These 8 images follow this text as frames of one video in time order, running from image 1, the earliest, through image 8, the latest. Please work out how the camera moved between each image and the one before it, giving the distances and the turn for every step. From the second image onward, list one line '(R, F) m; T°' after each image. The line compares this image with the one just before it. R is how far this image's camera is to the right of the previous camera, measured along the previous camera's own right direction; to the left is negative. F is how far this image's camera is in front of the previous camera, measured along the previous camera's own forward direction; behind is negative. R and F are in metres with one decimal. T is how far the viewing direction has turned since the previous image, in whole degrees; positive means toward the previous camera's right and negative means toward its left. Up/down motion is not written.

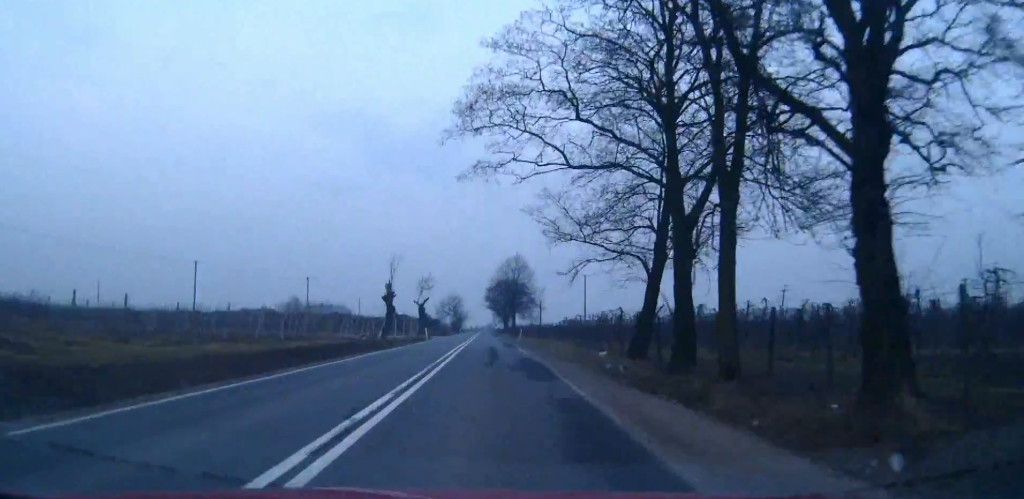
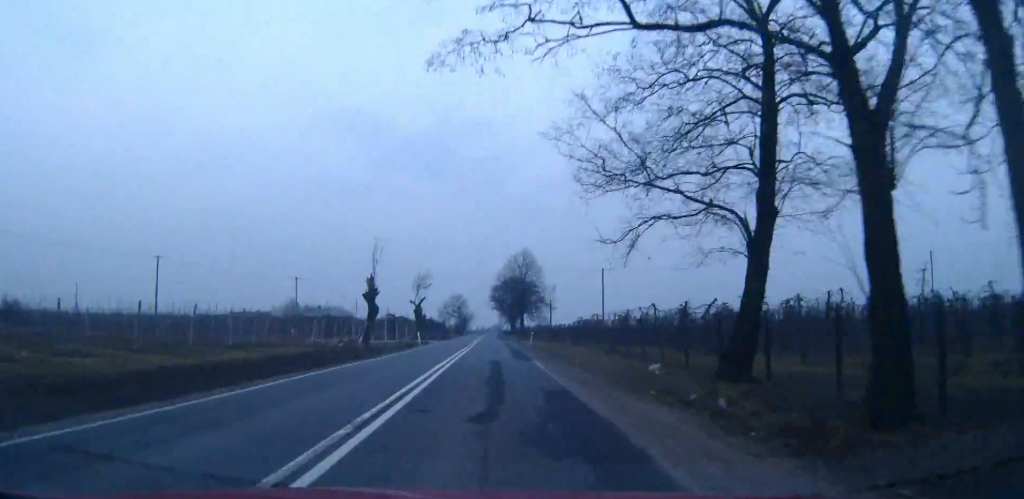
(0.0, +11.4) m; 0°
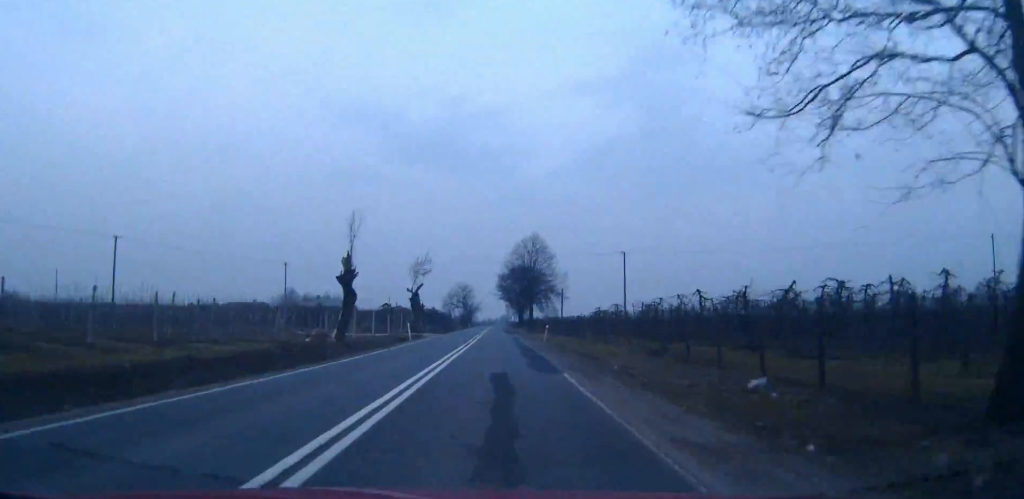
(0.0, +10.3) m; 0°
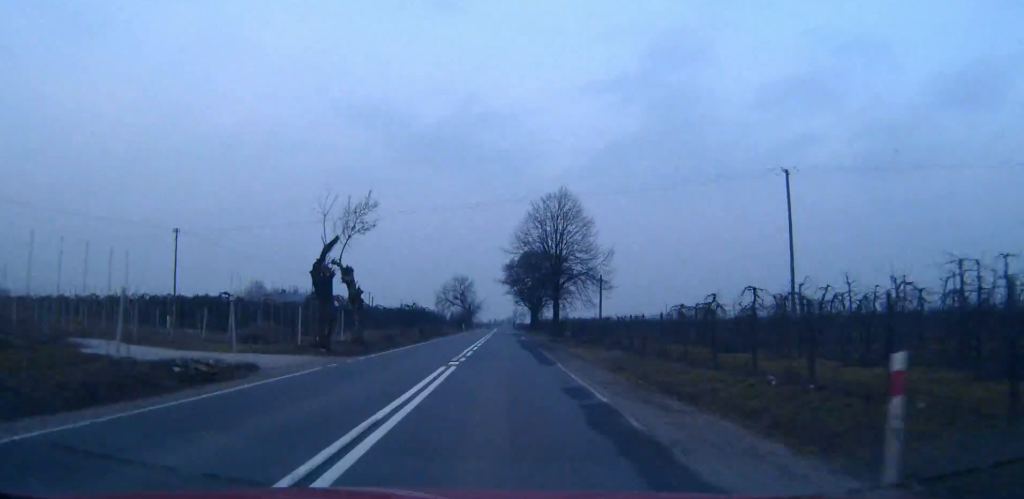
(-0.4, +42.2) m; -1°
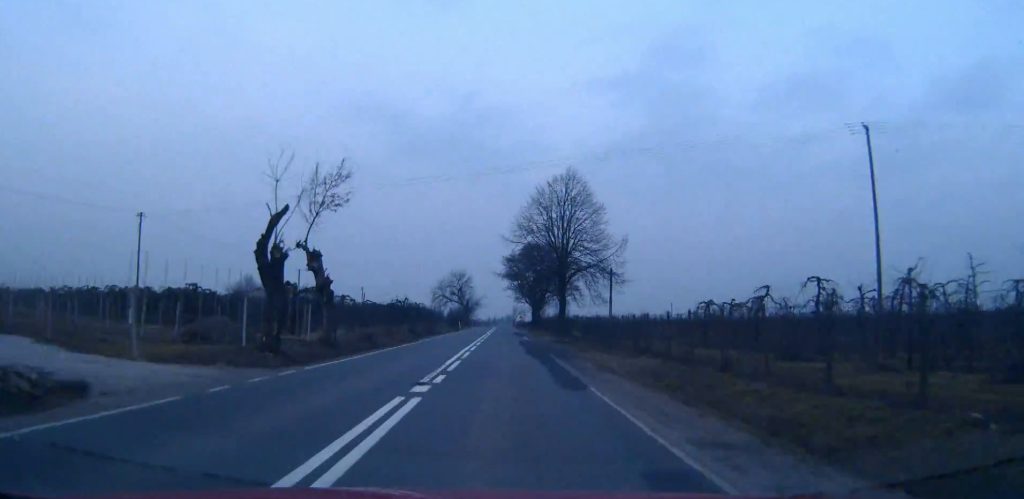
(0.0, +8.1) m; 0°
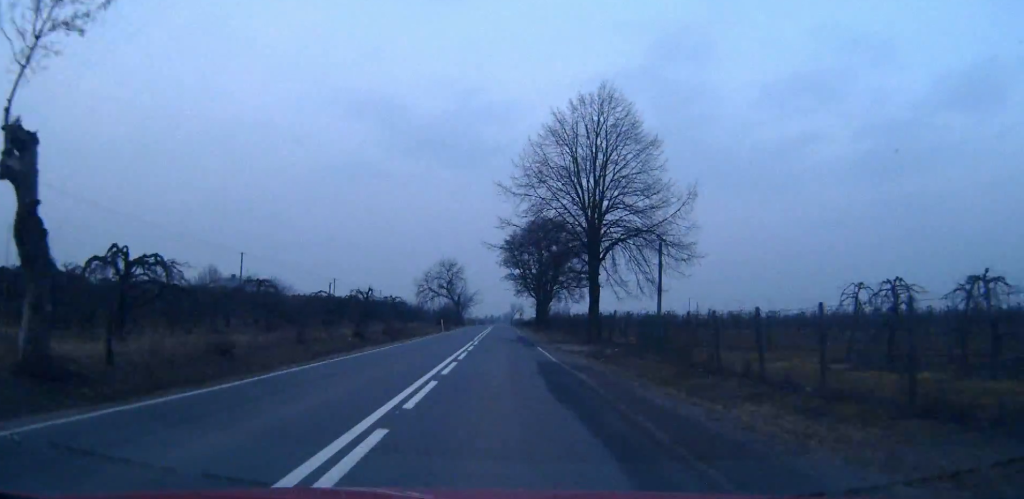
(+0.1, +24.9) m; 0°
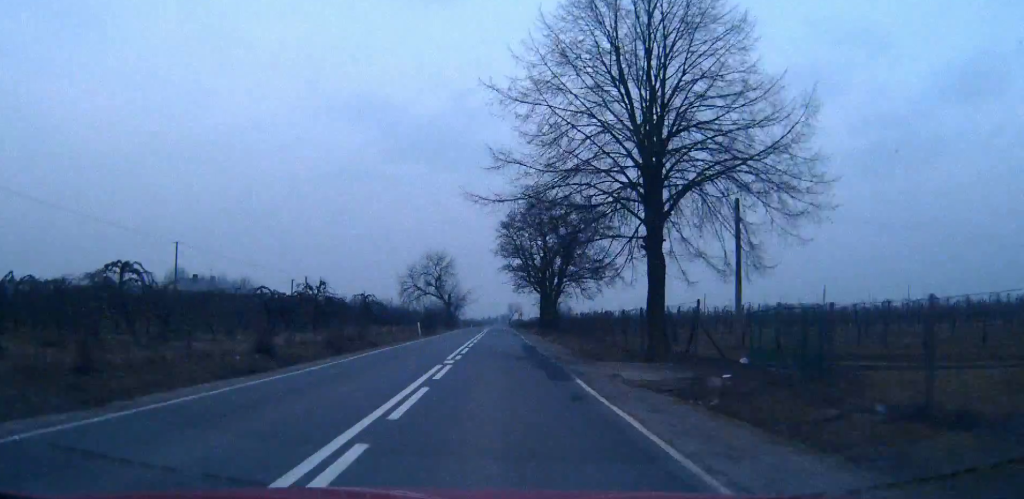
(0.0, +18.3) m; 0°
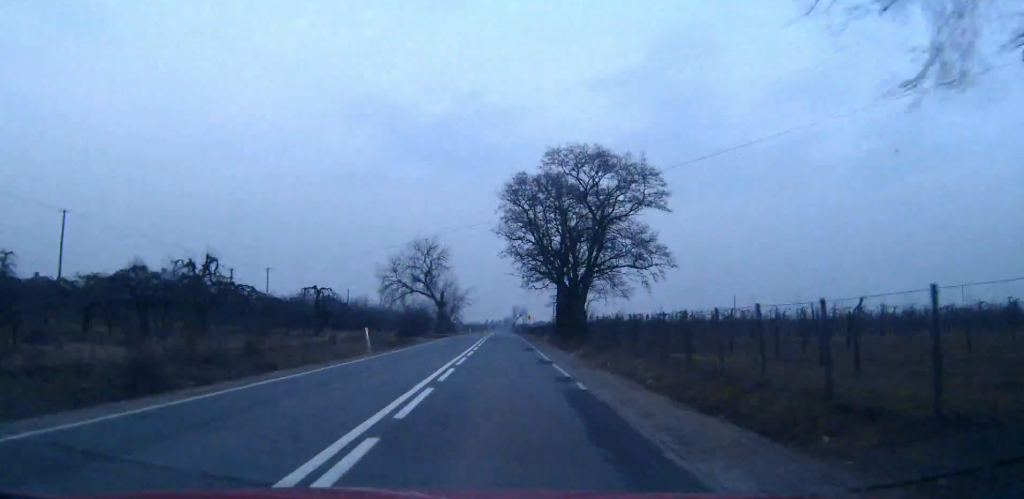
(0.0, +21.9) m; 0°
